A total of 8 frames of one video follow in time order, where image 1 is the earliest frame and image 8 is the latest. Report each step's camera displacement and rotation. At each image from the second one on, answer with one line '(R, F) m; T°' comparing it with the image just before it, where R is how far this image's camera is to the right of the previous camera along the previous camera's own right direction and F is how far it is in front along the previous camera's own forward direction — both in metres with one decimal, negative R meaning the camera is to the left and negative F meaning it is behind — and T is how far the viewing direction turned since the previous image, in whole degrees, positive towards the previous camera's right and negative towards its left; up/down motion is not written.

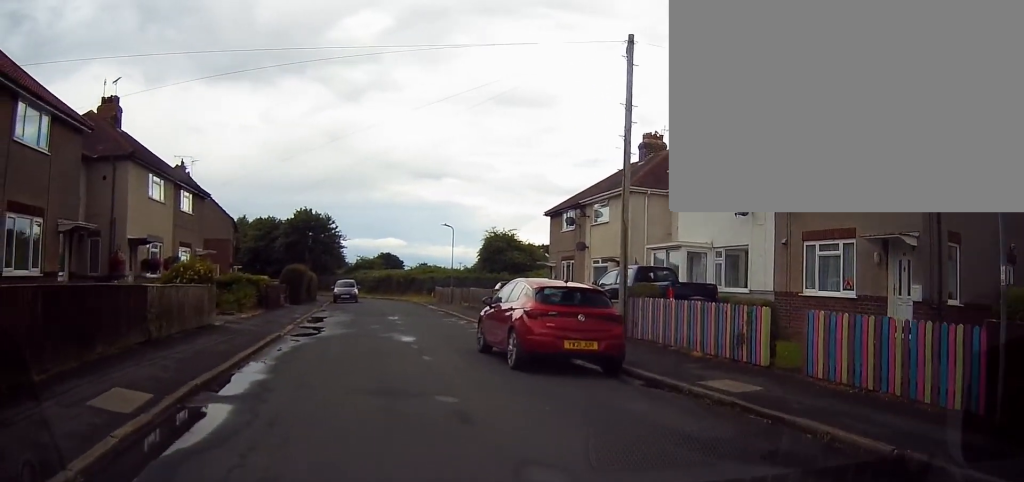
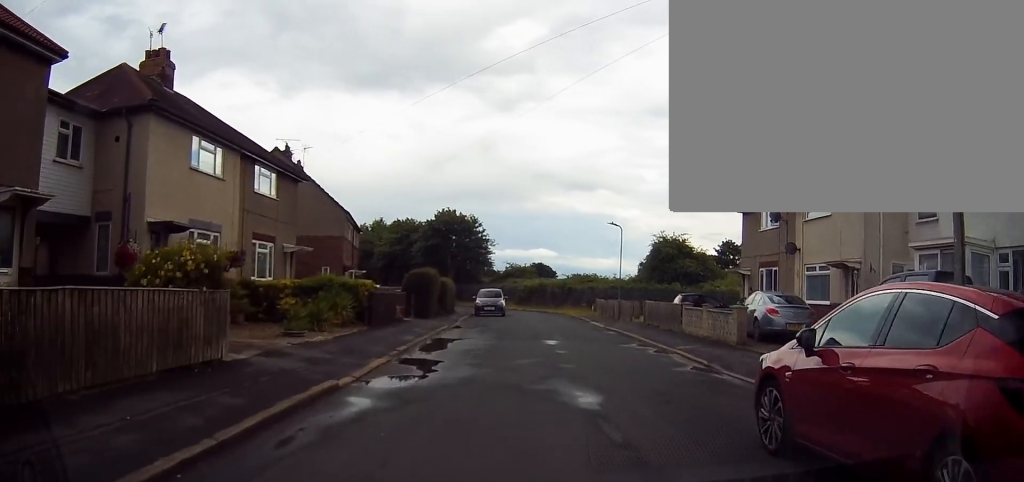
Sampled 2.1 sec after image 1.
(-1.0, +7.1) m; -13°
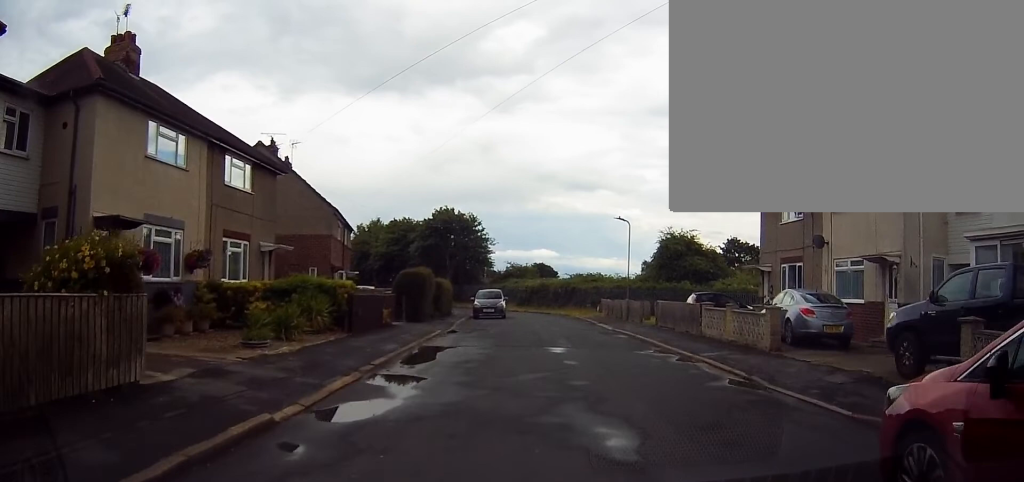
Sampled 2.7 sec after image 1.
(-0.2, +2.2) m; -1°
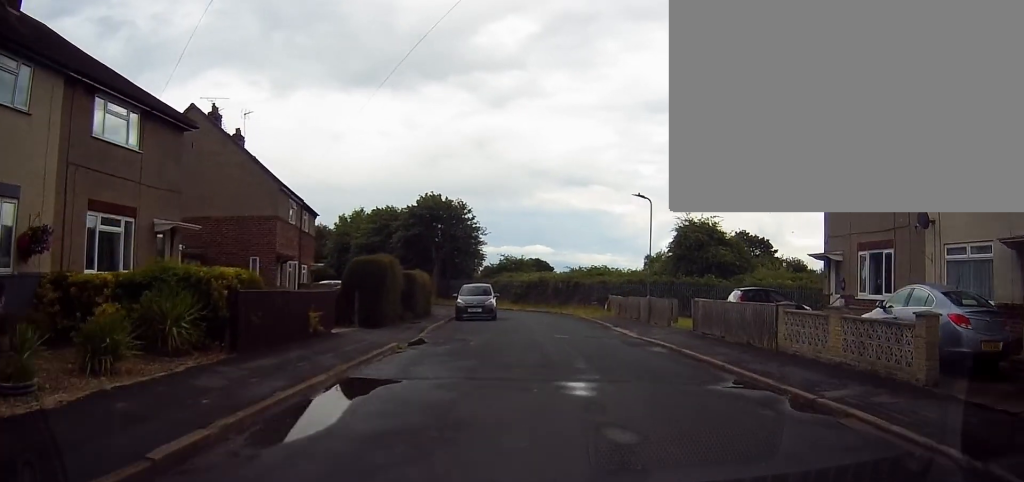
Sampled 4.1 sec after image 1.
(+0.2, +6.5) m; 0°
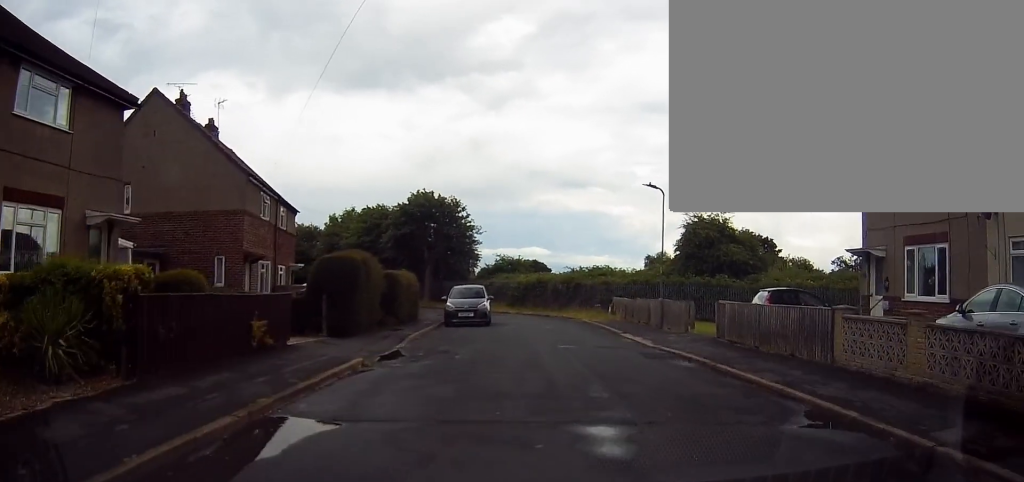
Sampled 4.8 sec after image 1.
(-0.1, +2.9) m; +1°
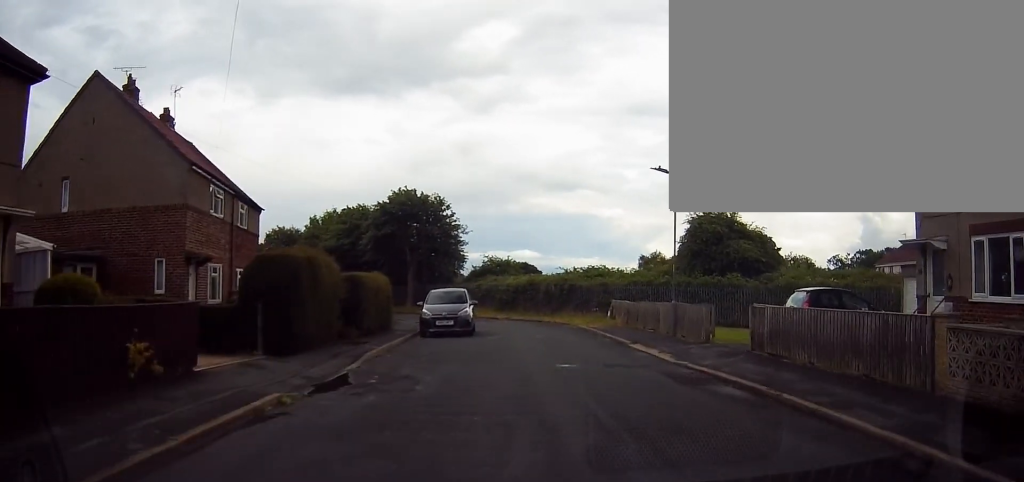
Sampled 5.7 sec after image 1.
(+0.3, +3.7) m; +5°
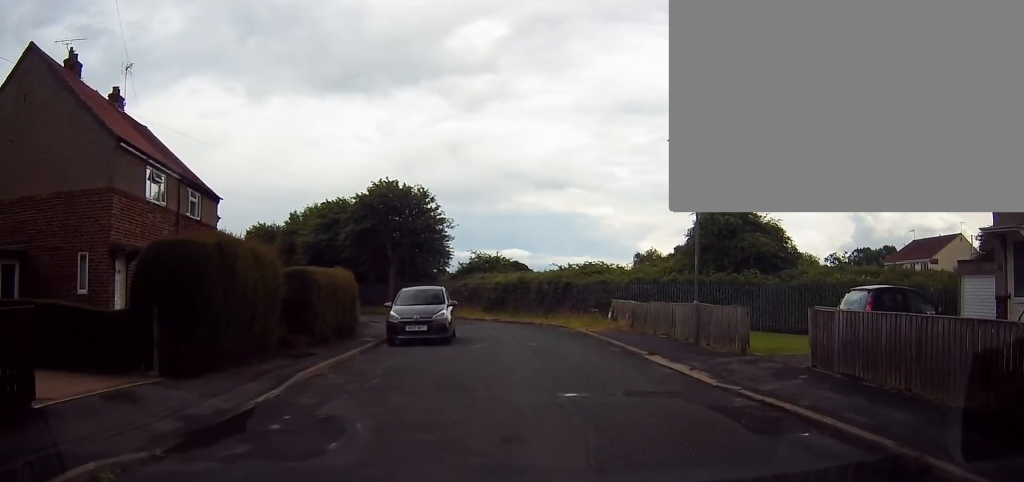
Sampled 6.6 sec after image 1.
(0.0, +4.0) m; -2°
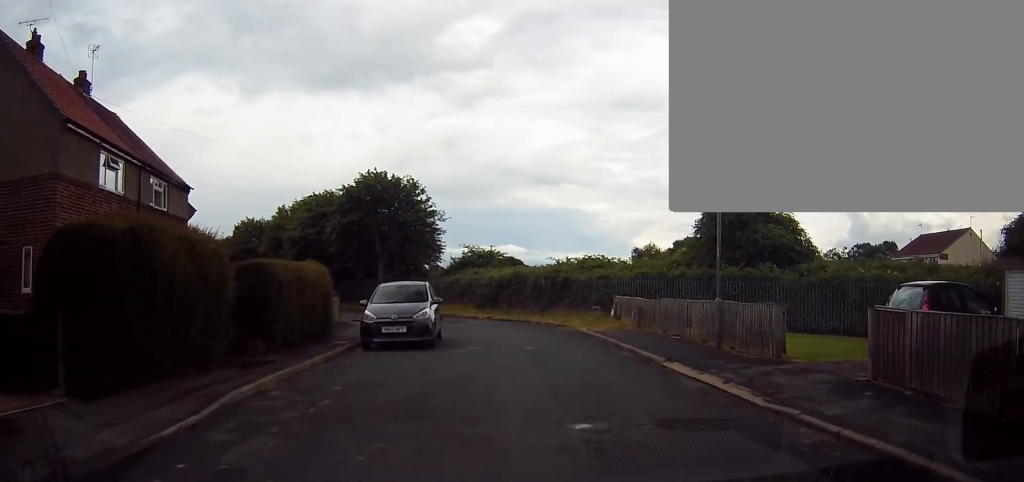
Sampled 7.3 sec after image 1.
(-0.1, +2.3) m; +1°
